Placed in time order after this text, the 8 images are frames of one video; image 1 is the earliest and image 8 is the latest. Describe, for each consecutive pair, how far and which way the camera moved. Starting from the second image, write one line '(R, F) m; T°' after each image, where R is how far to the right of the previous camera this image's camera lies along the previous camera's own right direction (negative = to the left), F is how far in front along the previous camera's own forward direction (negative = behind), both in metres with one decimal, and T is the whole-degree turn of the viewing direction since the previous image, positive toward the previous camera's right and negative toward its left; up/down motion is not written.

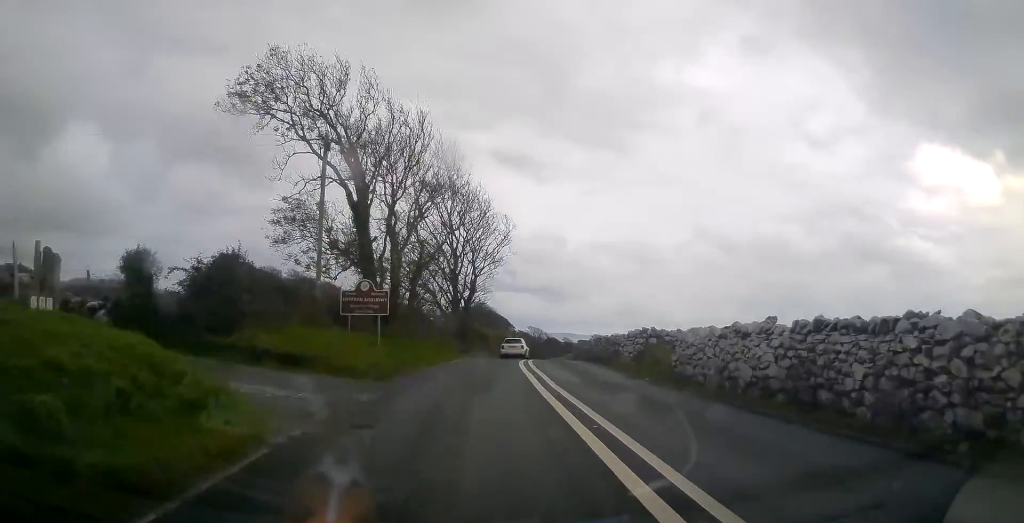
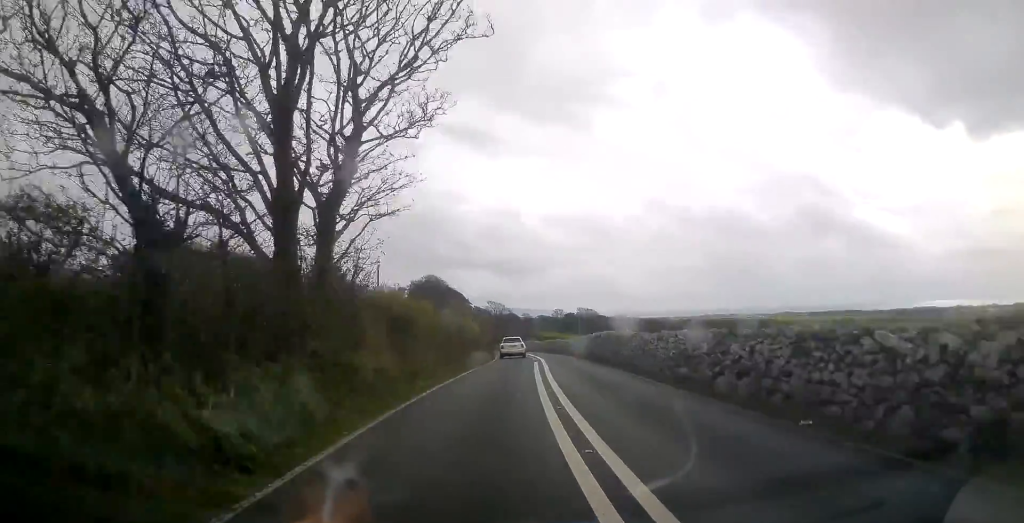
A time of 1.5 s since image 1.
(-0.2, +29.4) m; +1°
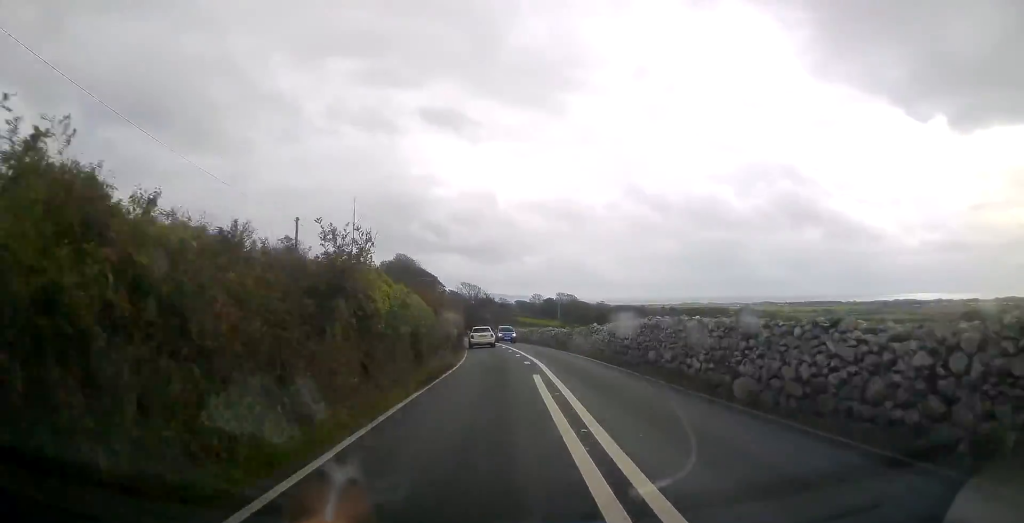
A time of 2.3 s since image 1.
(+0.2, +15.0) m; +2°
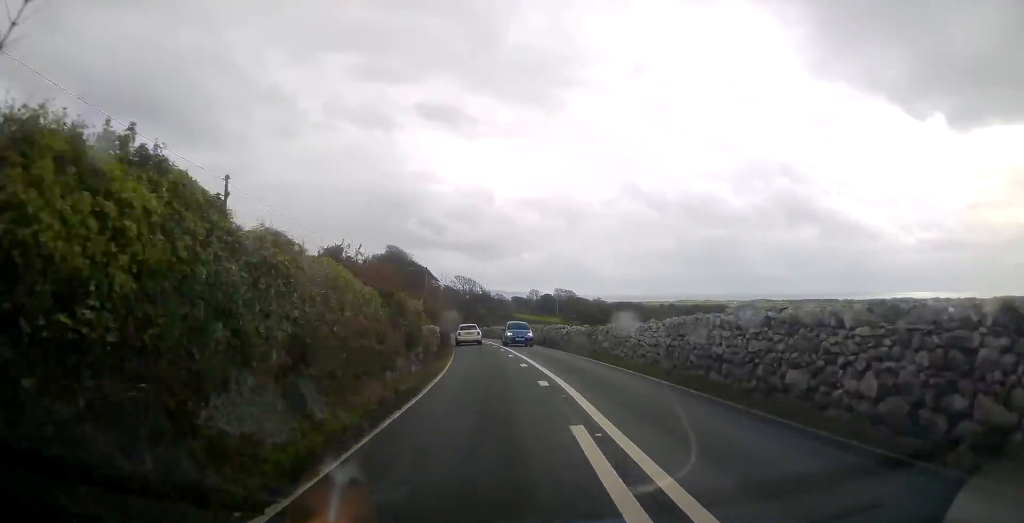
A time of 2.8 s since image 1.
(+0.1, +8.7) m; +1°
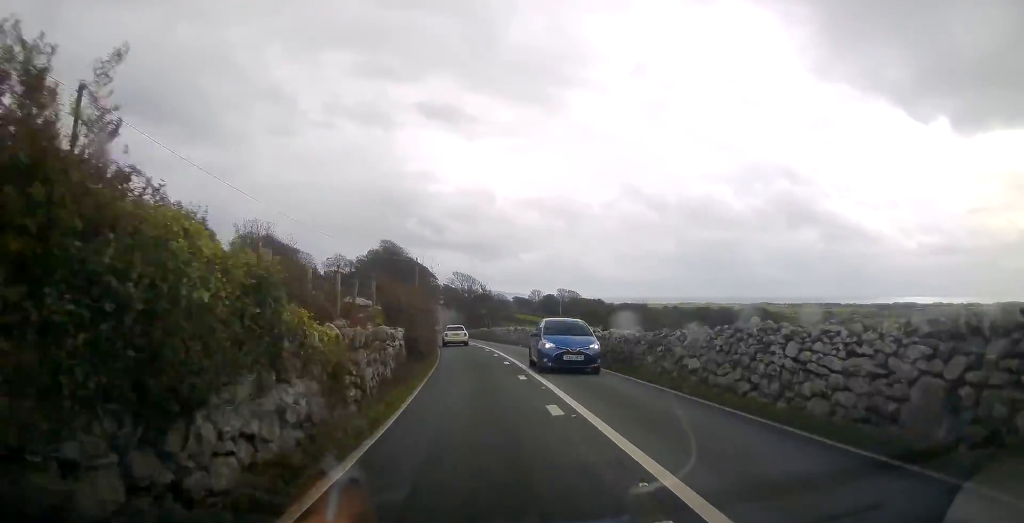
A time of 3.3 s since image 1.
(+0.1, +9.6) m; 0°
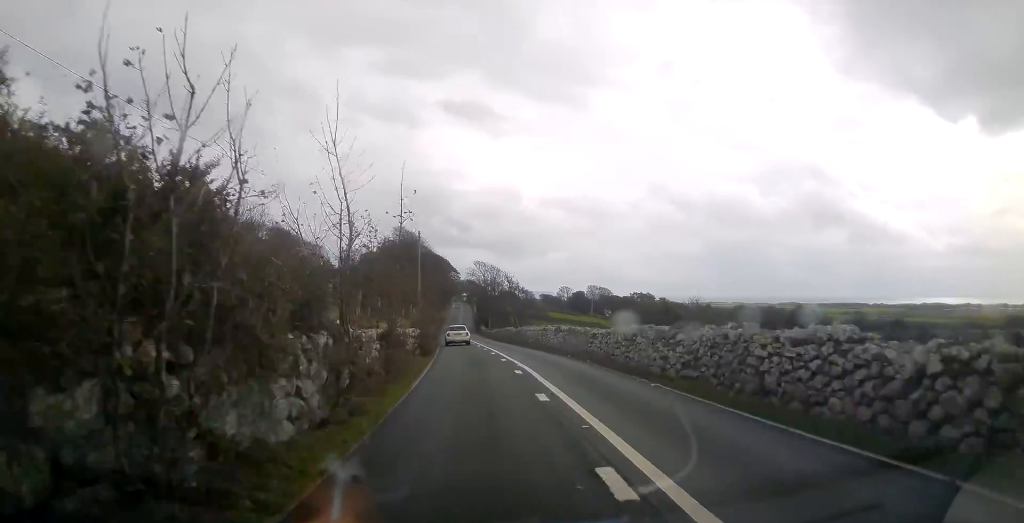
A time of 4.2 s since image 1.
(+0.1, +16.3) m; 0°
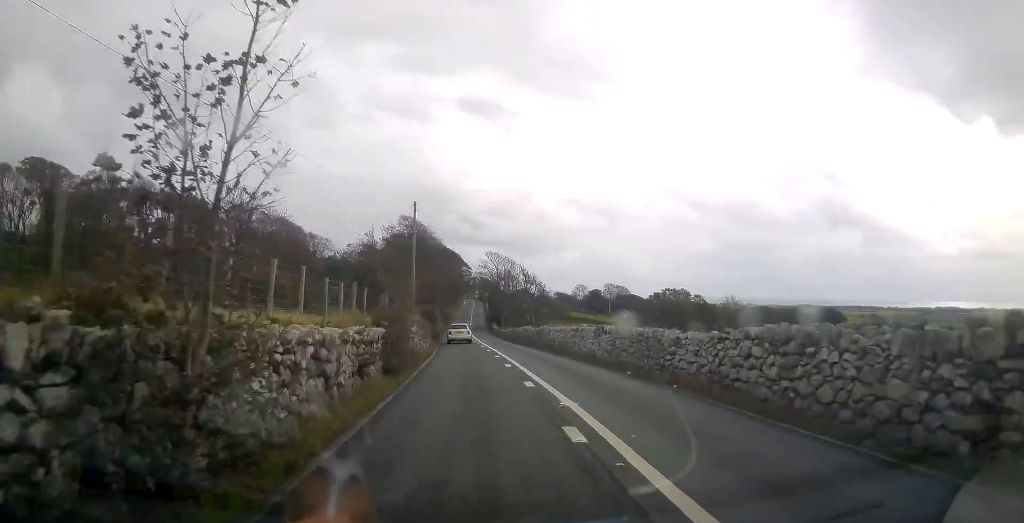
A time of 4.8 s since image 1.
(0.0, +9.7) m; -1°
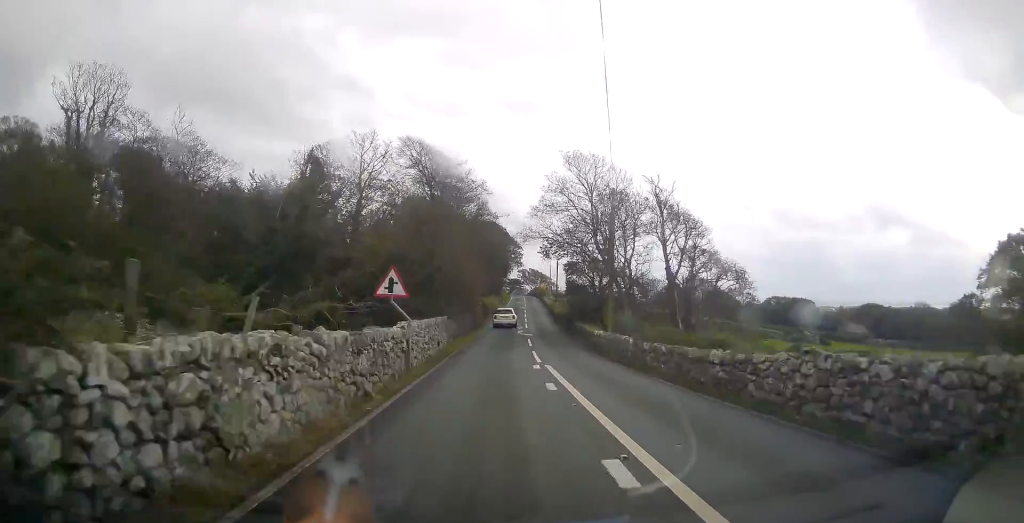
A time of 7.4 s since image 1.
(-2.4, +49.8) m; -5°
